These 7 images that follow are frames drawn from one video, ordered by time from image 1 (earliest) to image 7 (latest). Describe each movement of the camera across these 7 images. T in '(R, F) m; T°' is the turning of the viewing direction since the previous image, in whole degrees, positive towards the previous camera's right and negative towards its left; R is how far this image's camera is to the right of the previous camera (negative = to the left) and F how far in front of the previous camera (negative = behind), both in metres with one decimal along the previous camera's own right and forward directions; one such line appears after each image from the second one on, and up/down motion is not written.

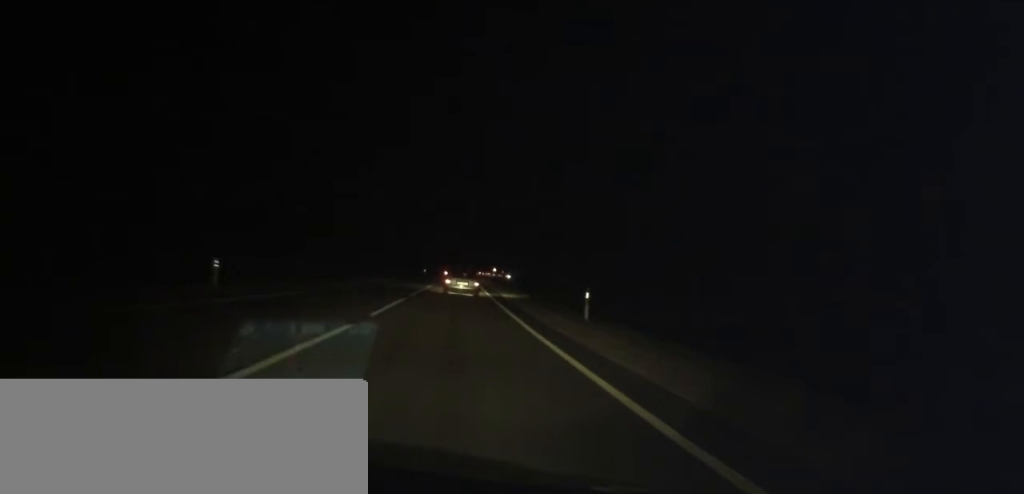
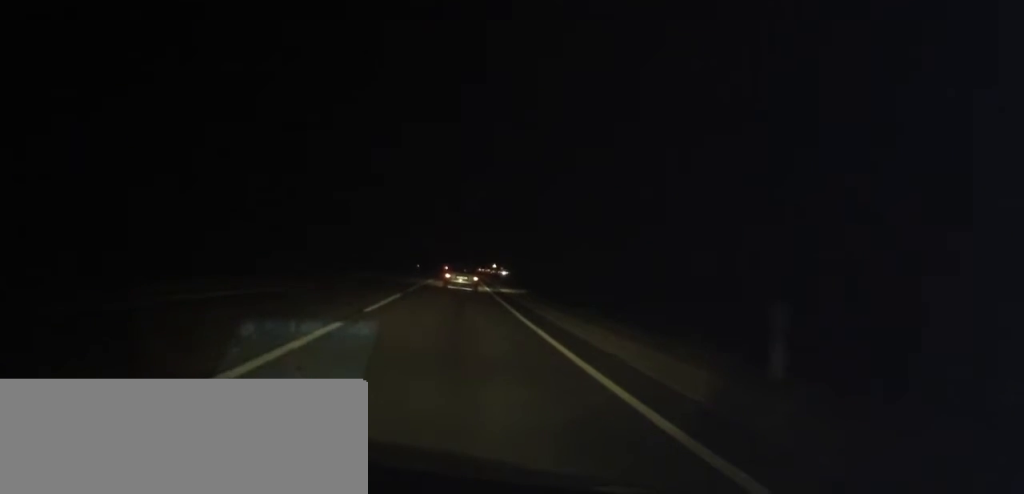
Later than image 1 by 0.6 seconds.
(+0.2, +13.2) m; 0°
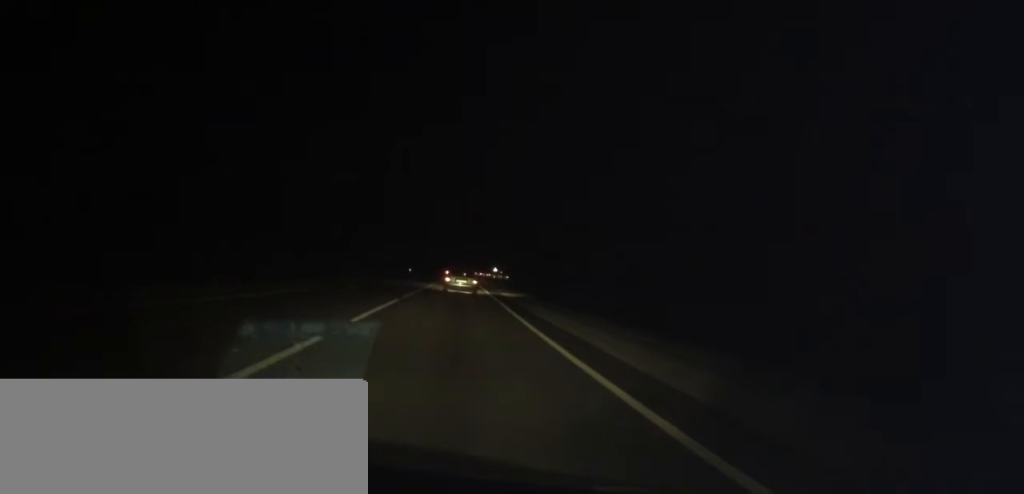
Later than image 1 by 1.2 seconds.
(+0.1, +13.8) m; +1°
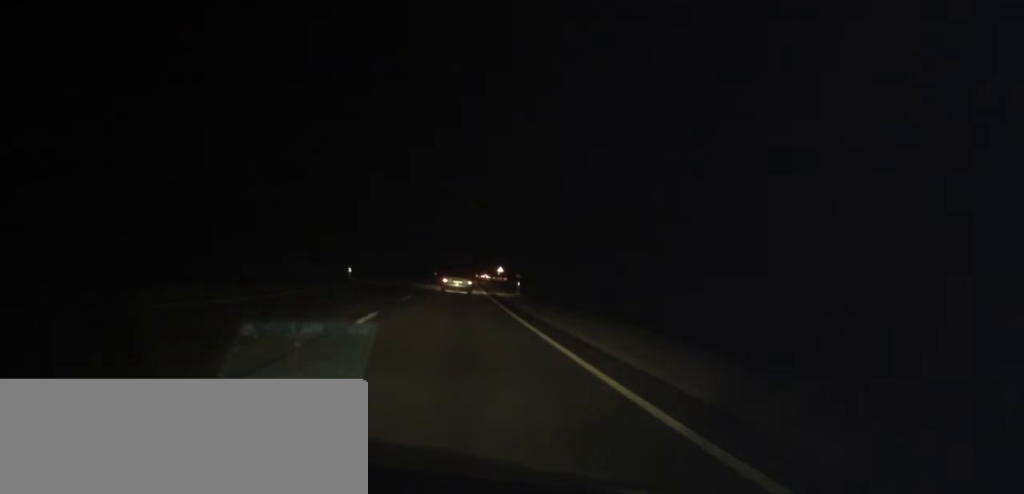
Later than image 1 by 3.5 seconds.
(+0.4, +47.5) m; +1°
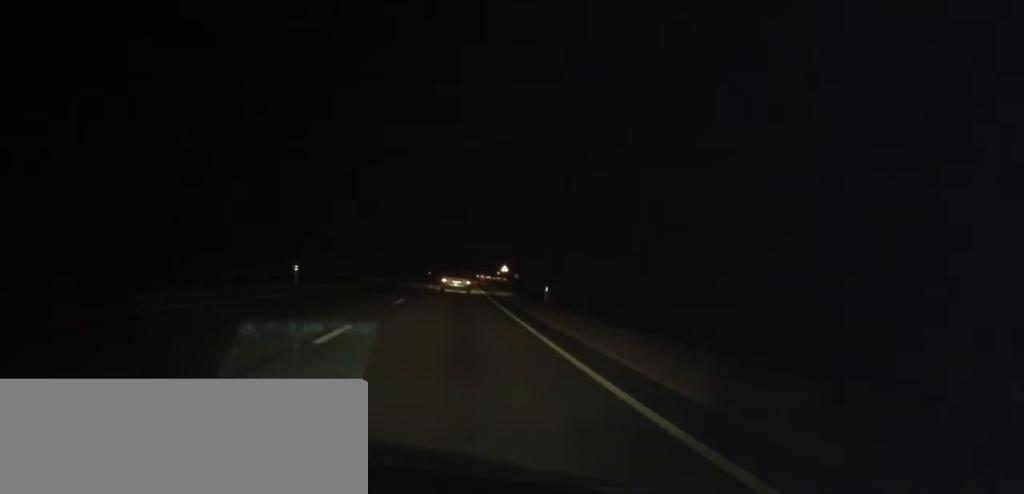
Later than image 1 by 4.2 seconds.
(-0.1, +15.5) m; 0°
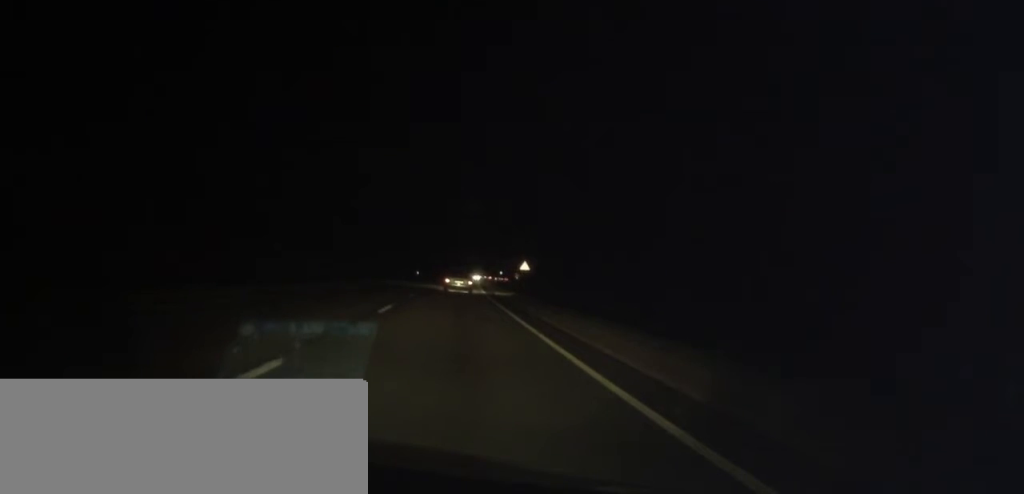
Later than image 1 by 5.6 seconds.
(+0.6, +28.8) m; +1°
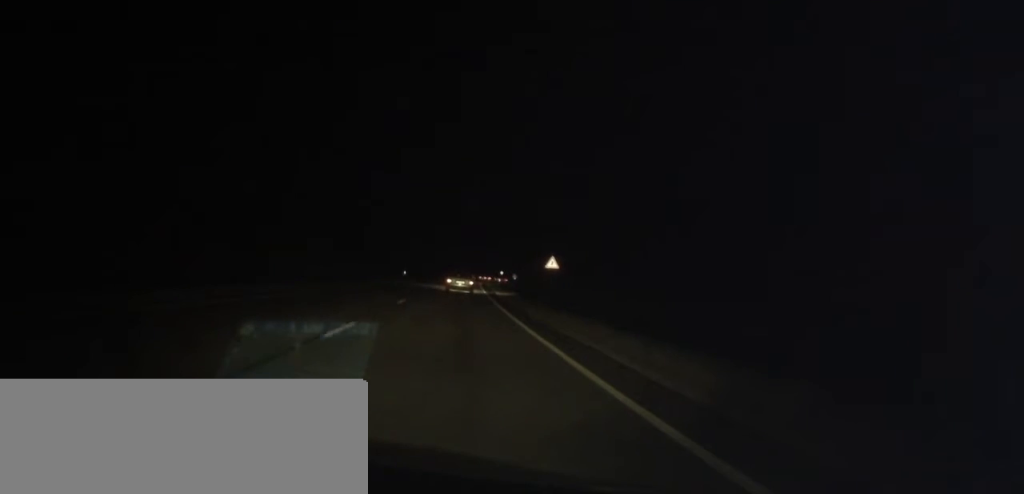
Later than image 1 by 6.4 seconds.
(0.0, +18.3) m; 0°
